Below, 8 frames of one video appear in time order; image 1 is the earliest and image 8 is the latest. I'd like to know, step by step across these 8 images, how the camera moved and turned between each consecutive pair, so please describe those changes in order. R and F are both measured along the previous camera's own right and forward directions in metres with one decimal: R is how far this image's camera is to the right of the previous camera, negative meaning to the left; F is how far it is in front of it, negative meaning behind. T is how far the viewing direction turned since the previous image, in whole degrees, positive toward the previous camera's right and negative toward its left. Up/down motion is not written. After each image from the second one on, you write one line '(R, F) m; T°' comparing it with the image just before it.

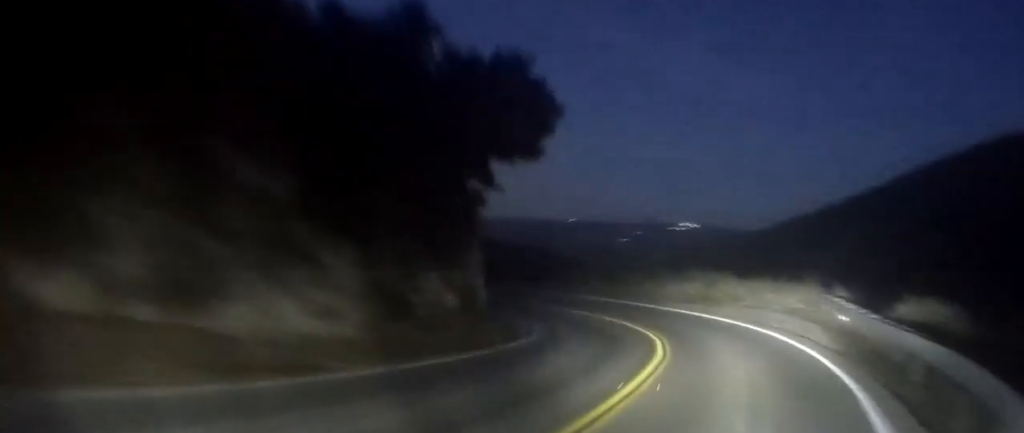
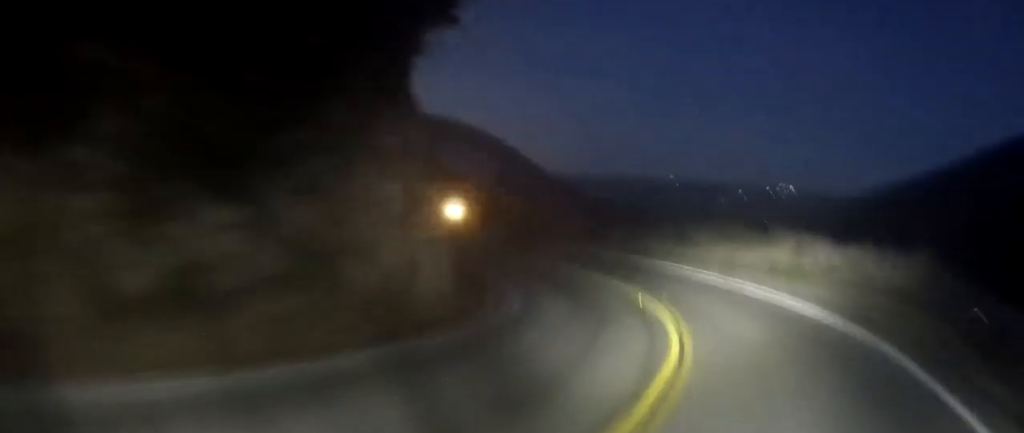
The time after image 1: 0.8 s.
(-0.7, +9.3) m; -11°
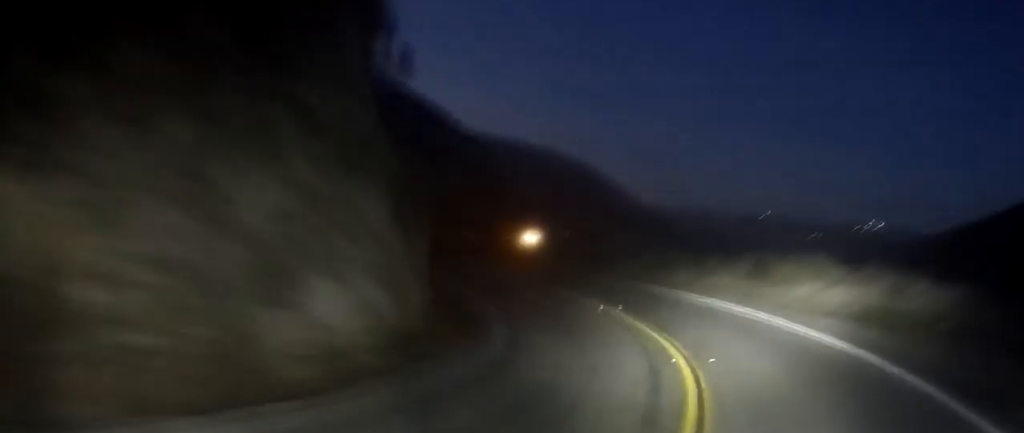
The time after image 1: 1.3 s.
(+0.1, +5.9) m; -8°
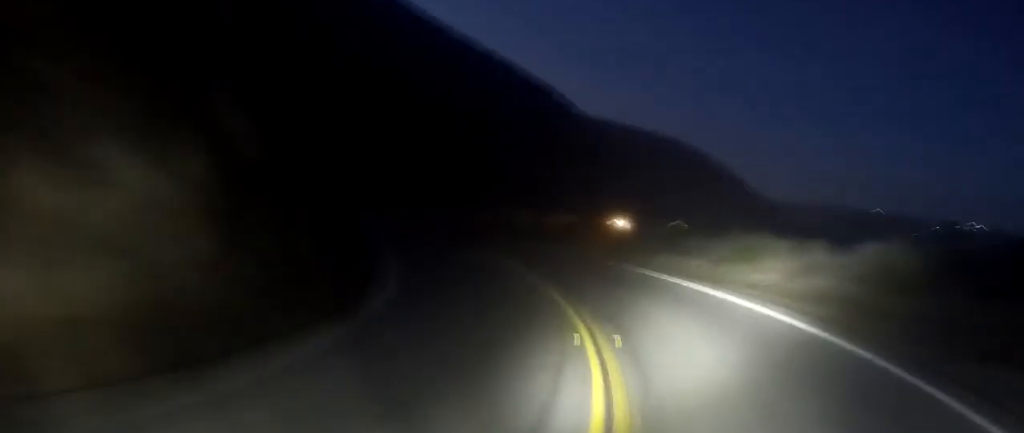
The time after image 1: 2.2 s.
(-1.7, +10.2) m; -16°
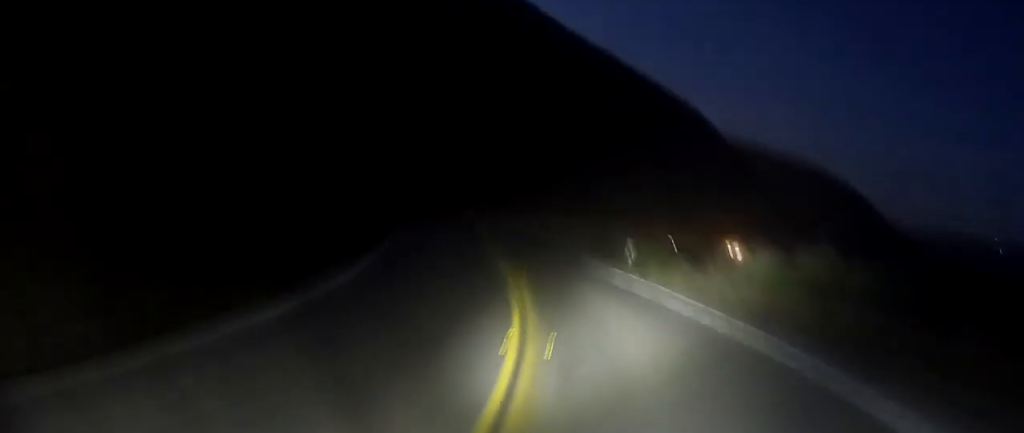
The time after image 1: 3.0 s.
(-1.2, +9.1) m; -13°
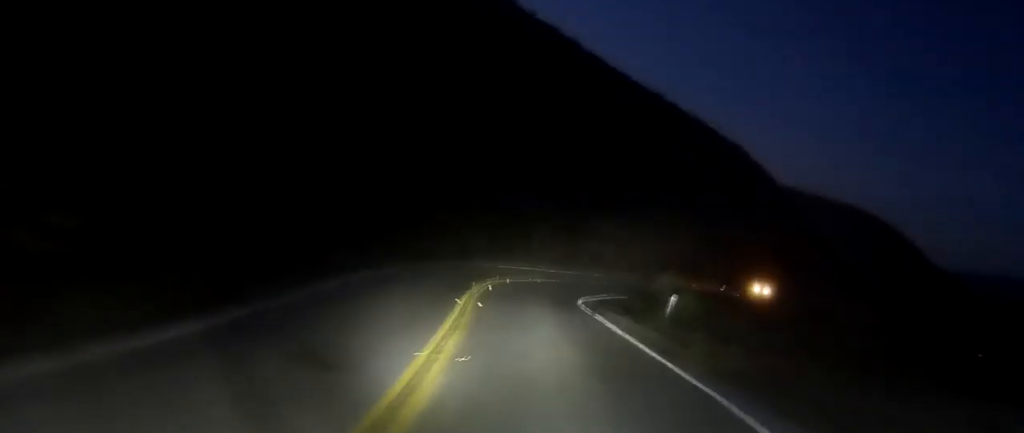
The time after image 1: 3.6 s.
(-0.8, +7.4) m; -10°
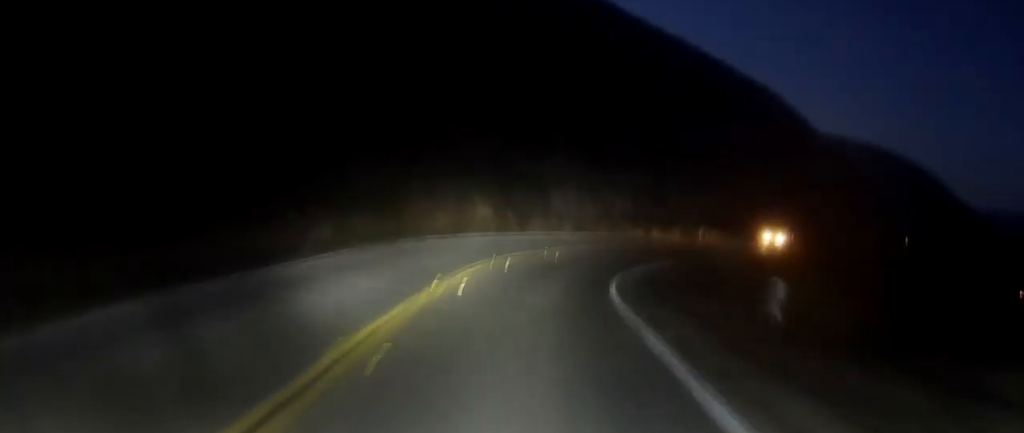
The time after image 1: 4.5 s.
(-1.0, +9.3) m; -9°
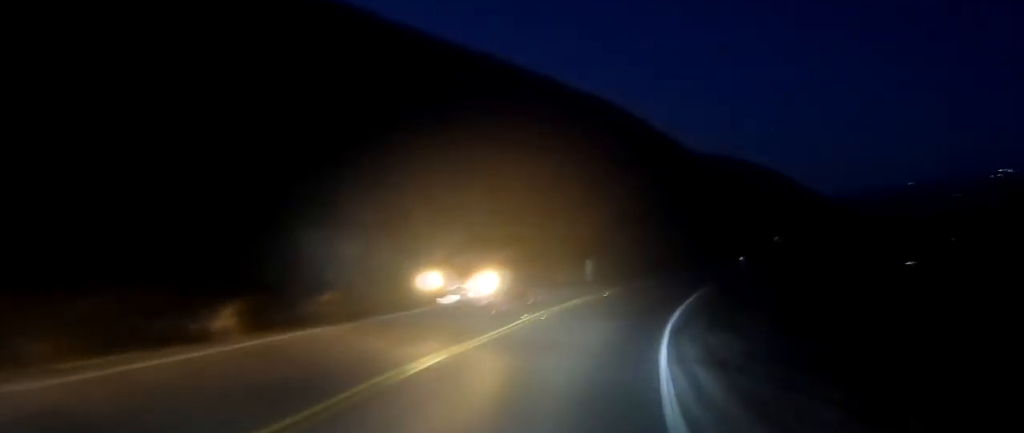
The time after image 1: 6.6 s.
(+1.2, +25.6) m; +12°
